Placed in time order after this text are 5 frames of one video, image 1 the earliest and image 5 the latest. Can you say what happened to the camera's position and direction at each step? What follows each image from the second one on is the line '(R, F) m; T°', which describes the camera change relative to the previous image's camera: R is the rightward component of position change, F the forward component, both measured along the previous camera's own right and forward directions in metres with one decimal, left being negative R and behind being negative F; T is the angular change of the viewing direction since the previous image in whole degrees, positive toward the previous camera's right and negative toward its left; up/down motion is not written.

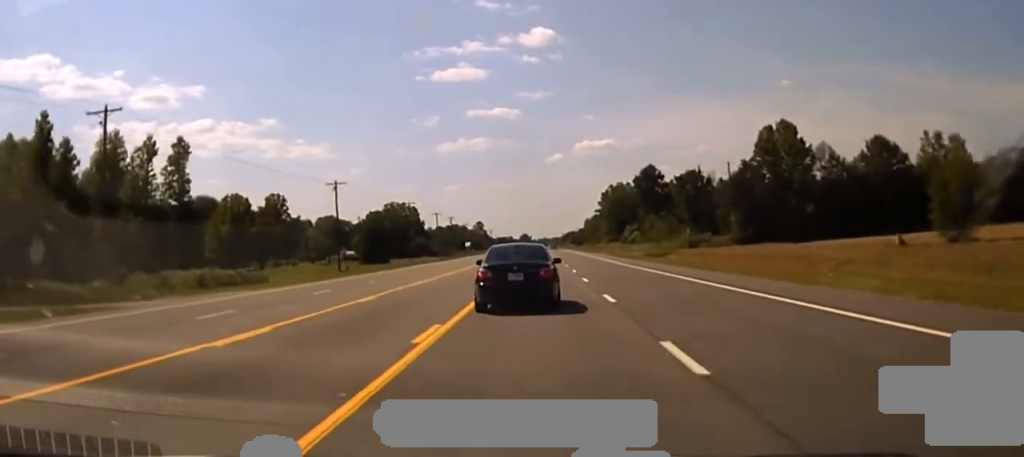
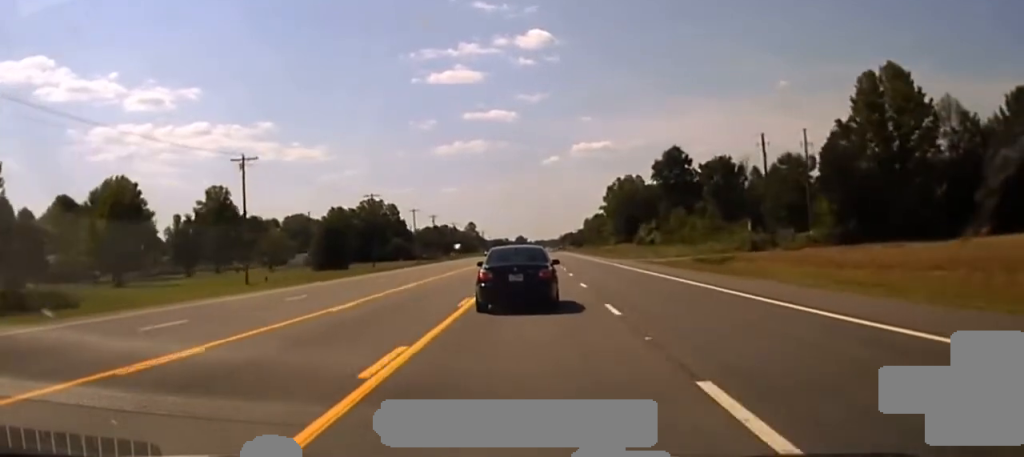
(+0.3, +41.0) m; 0°
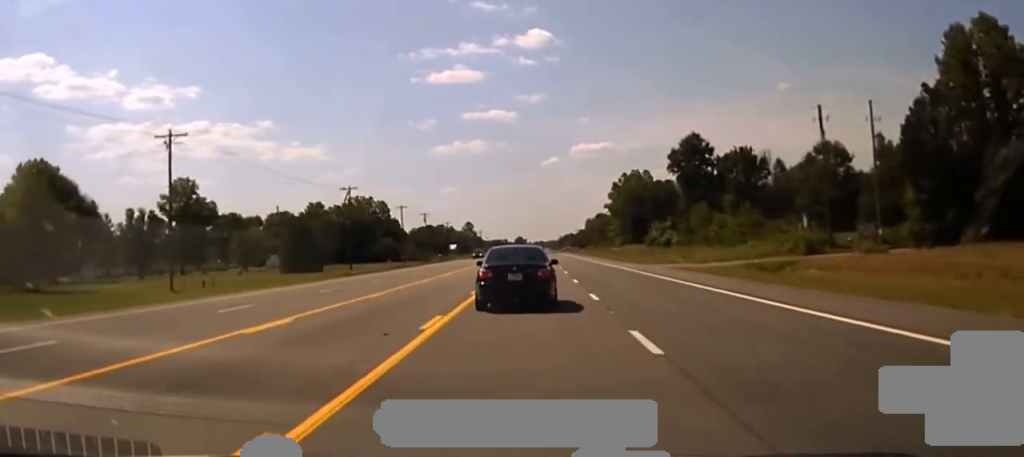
(-0.2, +18.2) m; 0°
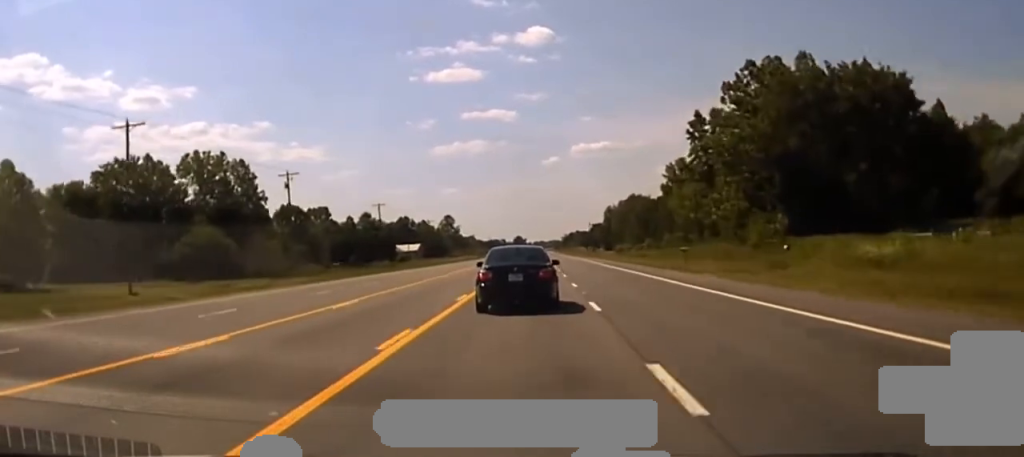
(-0.6, +133.6) m; 0°
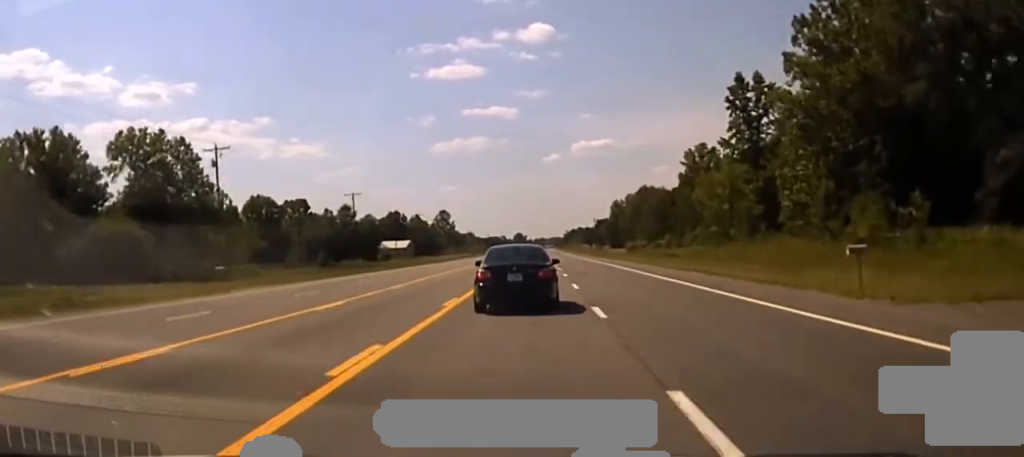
(0.0, +28.7) m; 0°
